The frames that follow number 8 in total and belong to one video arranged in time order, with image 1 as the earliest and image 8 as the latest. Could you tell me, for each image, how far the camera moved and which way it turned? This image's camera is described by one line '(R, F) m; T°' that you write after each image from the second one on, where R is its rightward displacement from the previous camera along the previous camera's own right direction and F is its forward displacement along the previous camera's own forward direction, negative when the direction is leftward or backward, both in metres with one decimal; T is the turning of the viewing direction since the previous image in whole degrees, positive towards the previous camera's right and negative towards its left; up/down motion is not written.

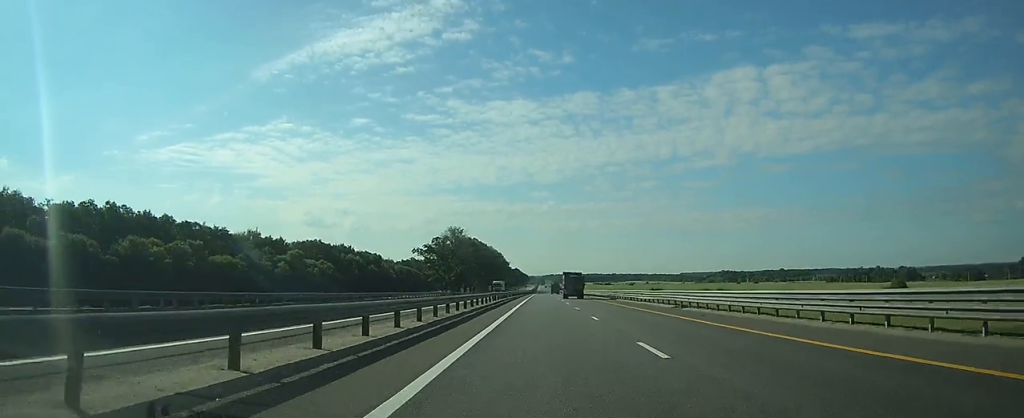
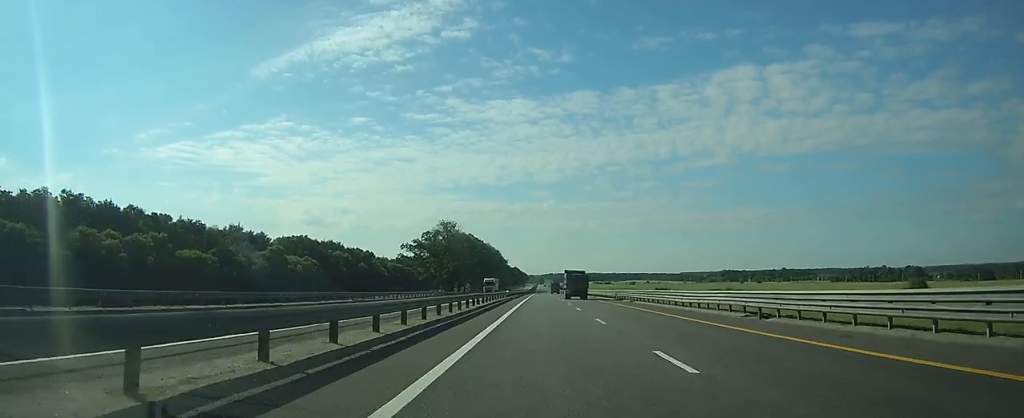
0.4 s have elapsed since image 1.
(0.0, +14.2) m; 0°
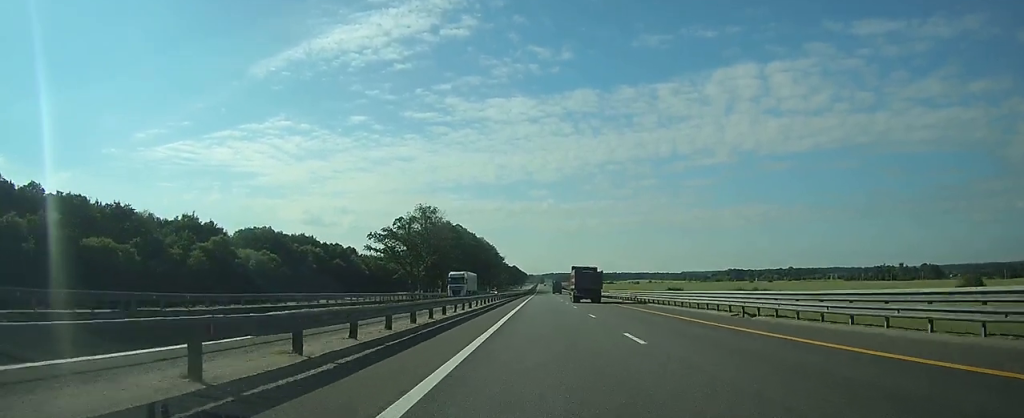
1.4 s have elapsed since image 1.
(0.0, +31.8) m; 0°
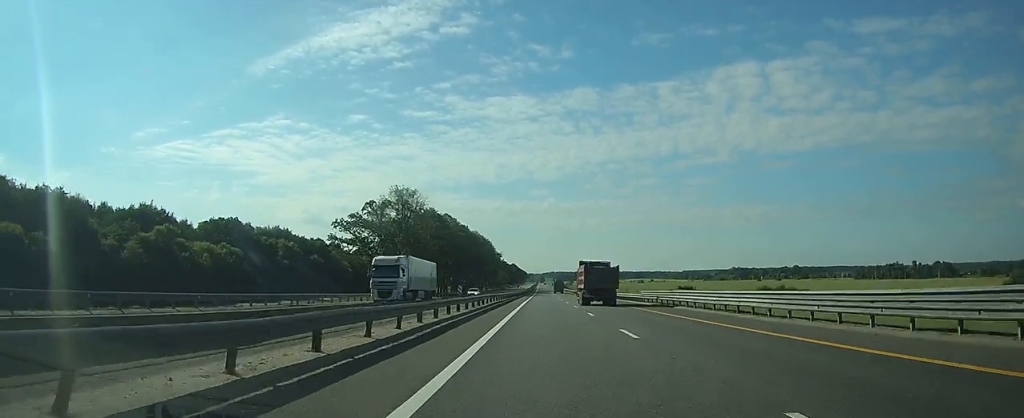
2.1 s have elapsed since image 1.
(0.0, +23.2) m; 0°
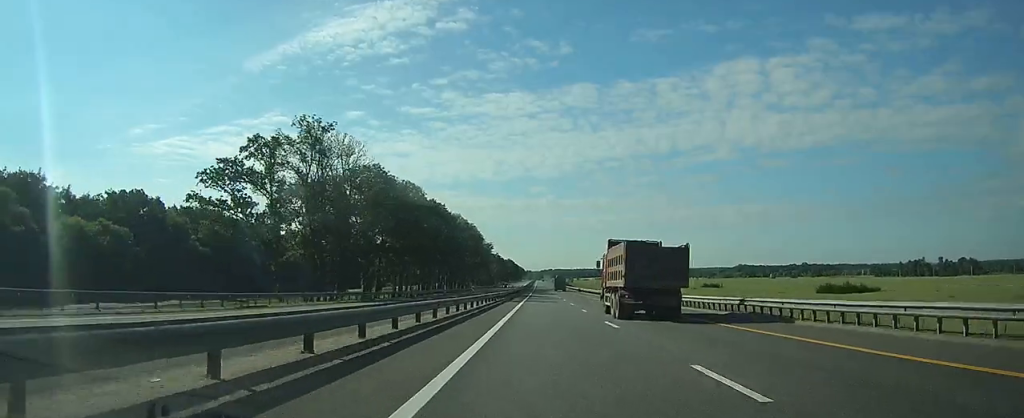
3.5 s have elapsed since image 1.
(0.0, +45.4) m; 0°
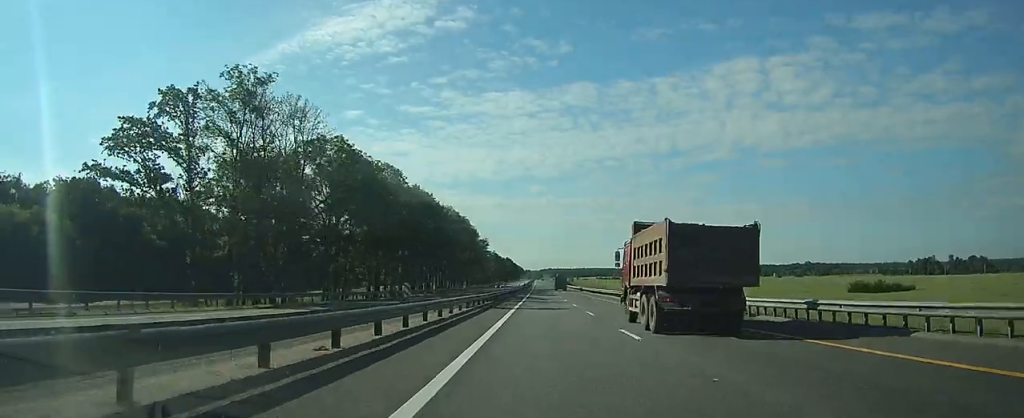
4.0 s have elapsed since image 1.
(0.0, +16.6) m; 0°
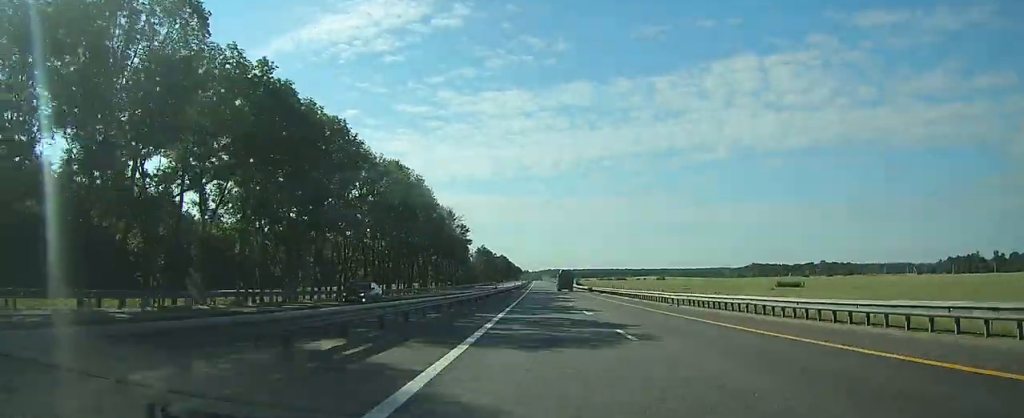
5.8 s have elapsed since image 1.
(0.0, +61.9) m; 0°
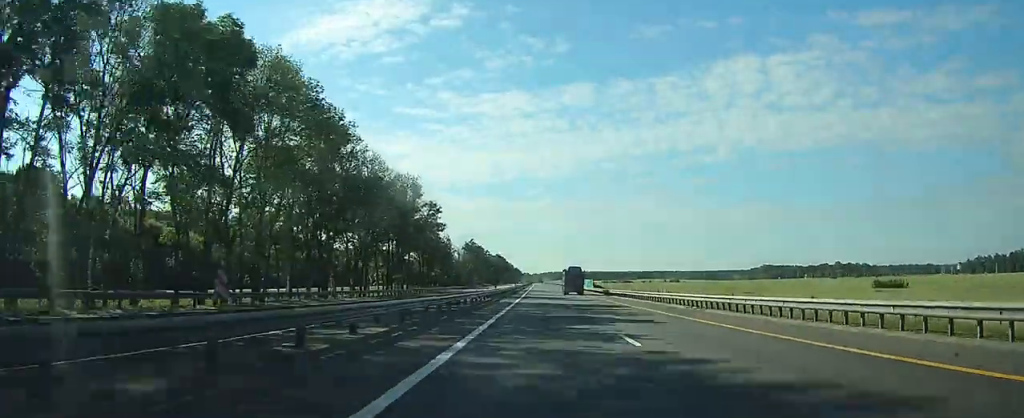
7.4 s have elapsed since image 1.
(-0.1, +50.3) m; 0°
